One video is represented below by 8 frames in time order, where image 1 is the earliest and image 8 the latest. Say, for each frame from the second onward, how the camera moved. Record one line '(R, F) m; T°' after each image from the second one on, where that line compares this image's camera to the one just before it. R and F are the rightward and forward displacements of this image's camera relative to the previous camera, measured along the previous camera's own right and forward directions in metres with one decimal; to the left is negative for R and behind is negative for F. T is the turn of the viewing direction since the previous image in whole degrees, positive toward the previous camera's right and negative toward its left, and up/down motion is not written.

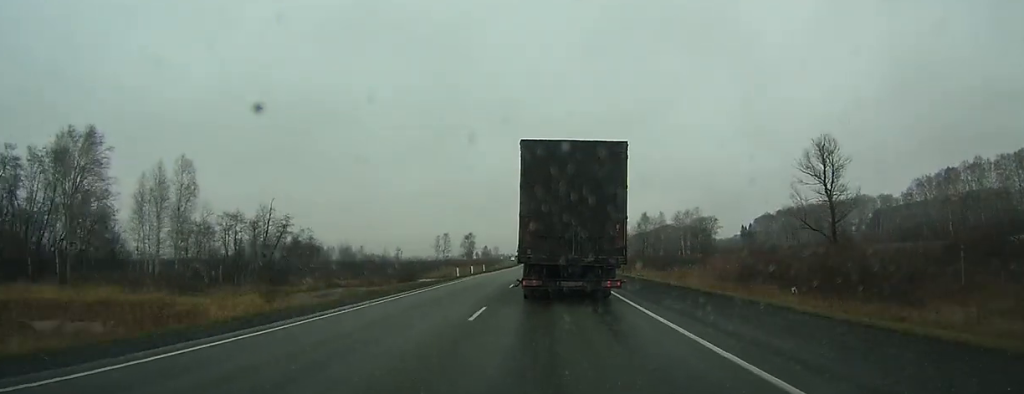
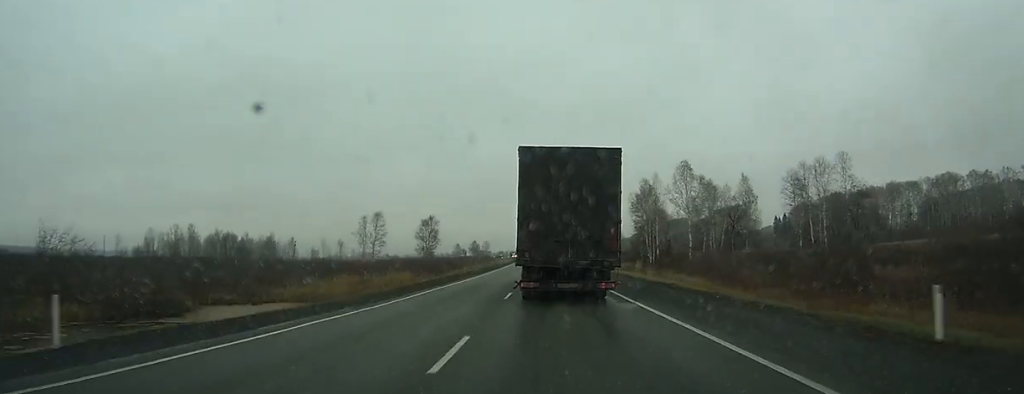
(-0.7, +68.5) m; -1°
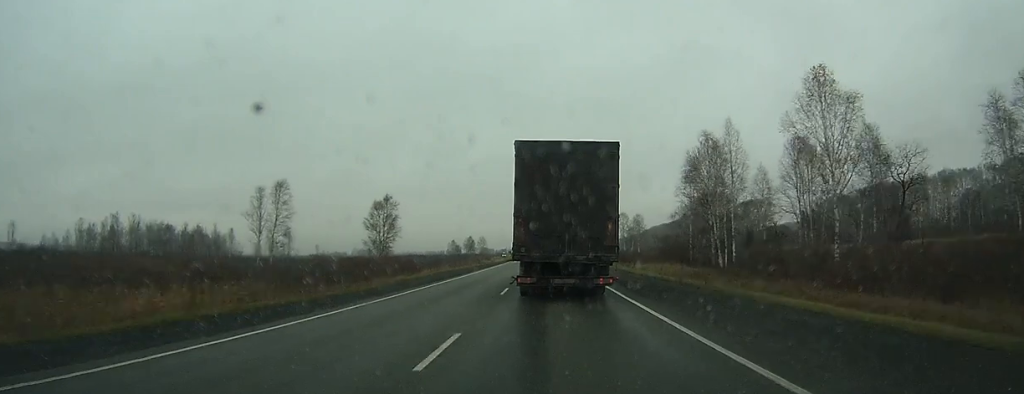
(-0.1, +35.8) m; 0°
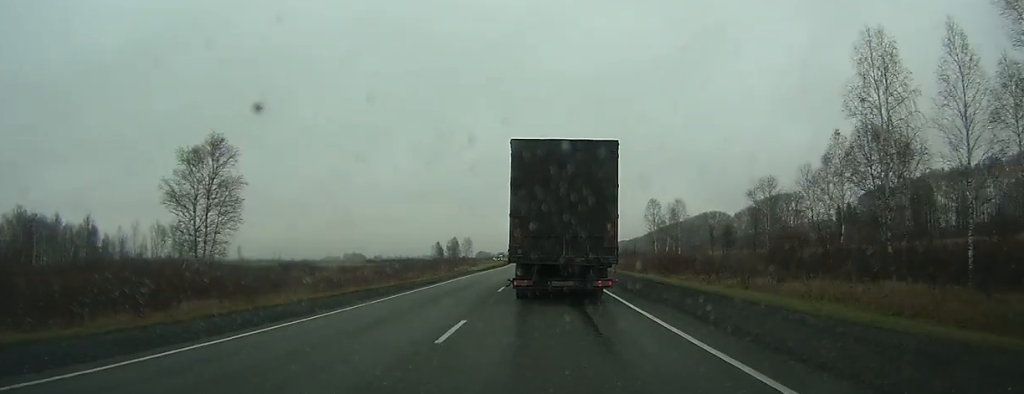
(-0.1, +43.8) m; 0°
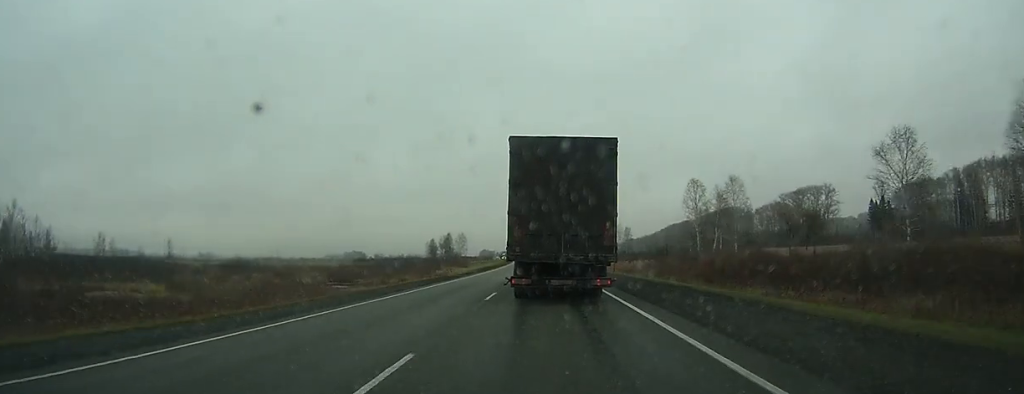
(0.0, +27.0) m; 0°
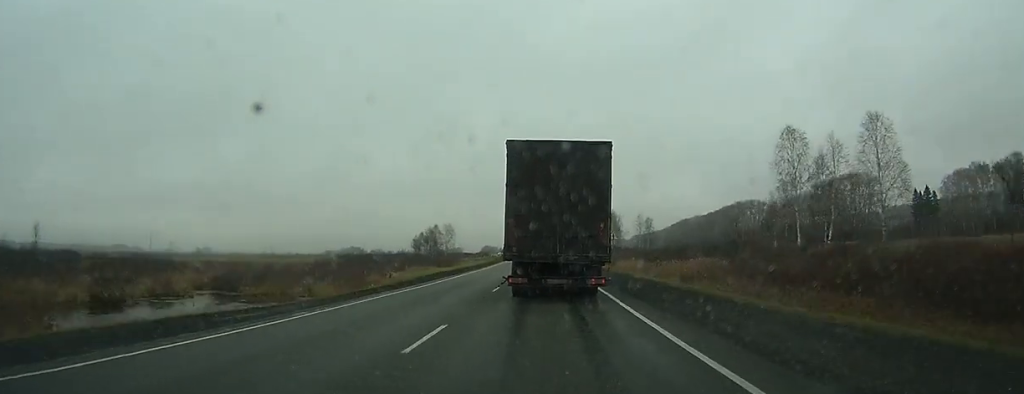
(0.0, +34.2) m; 0°
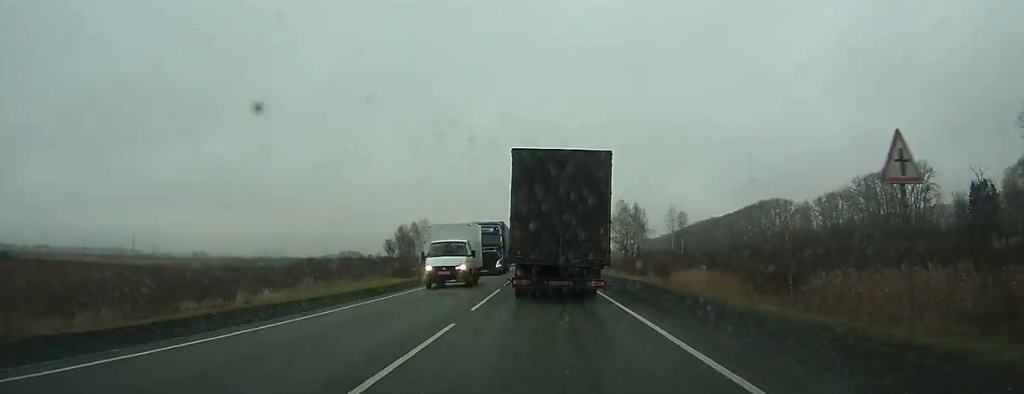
(-0.1, +37.6) m; -1°
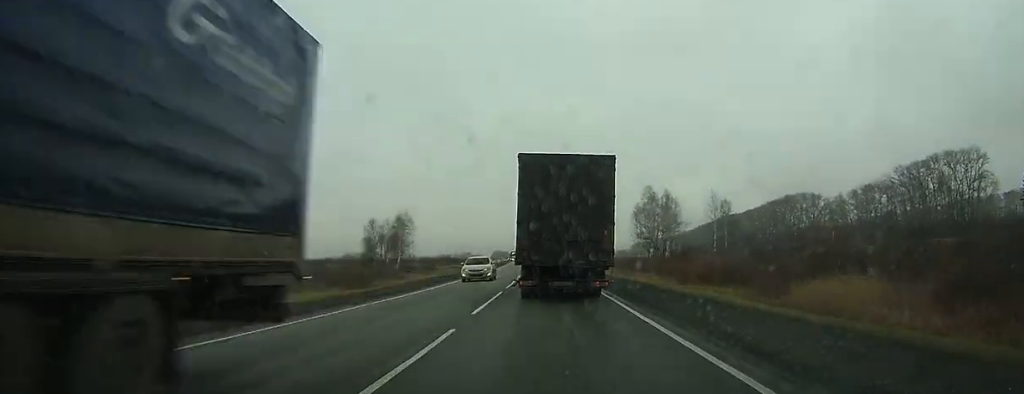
(0.0, +25.8) m; -1°
